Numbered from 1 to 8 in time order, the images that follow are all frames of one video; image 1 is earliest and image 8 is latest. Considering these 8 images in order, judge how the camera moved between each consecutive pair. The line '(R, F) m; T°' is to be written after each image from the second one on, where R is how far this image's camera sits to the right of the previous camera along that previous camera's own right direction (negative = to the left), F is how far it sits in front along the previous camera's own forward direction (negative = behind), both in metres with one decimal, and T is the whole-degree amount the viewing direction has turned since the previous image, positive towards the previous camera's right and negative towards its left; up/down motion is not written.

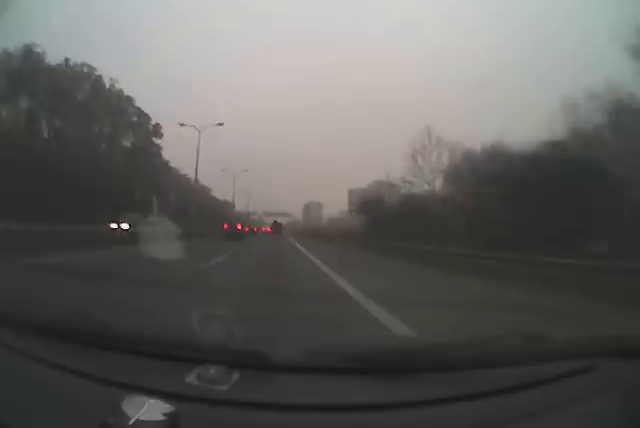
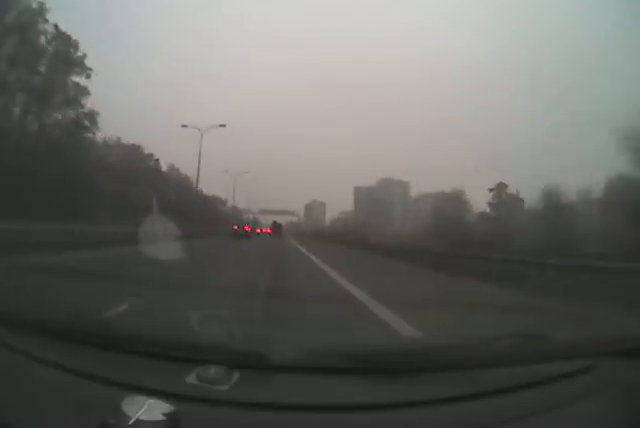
(+0.1, +29.4) m; 0°
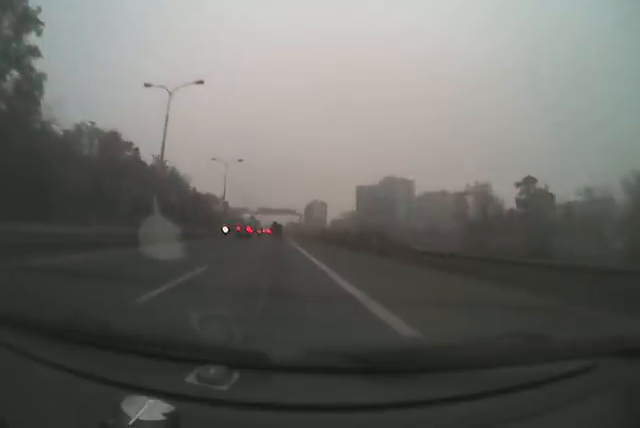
(0.0, +10.6) m; 0°
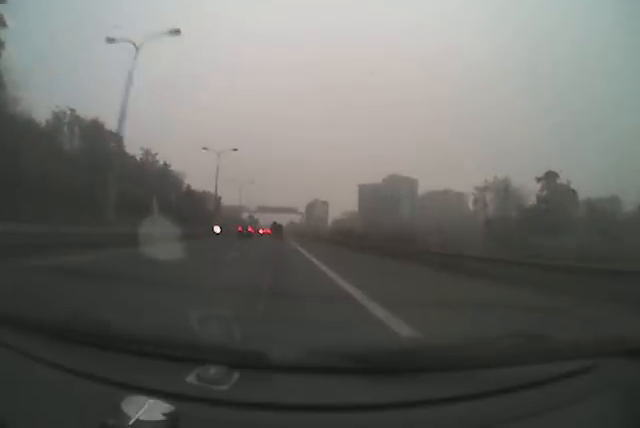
(0.0, +7.7) m; 0°
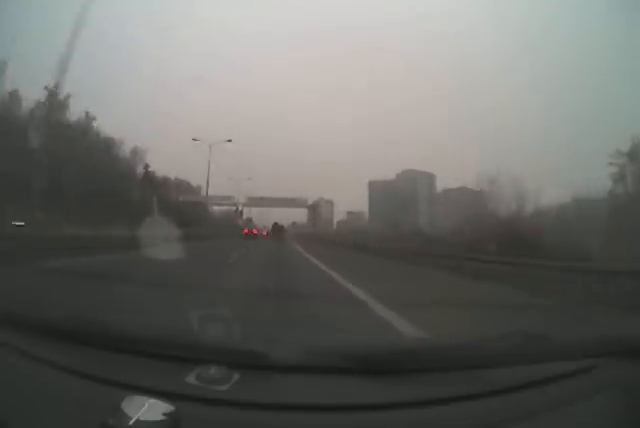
(-0.1, +35.5) m; -1°
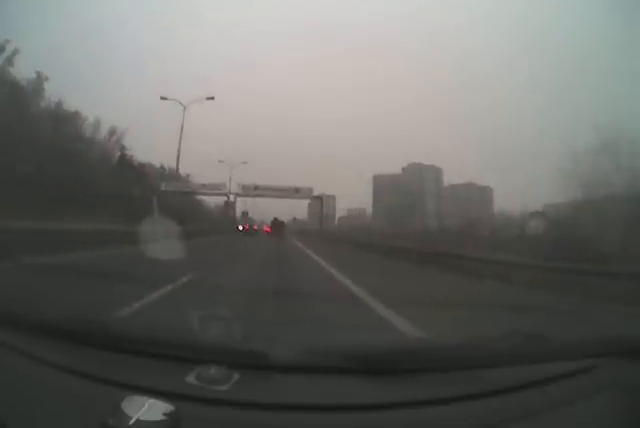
(+0.1, +11.5) m; -1°
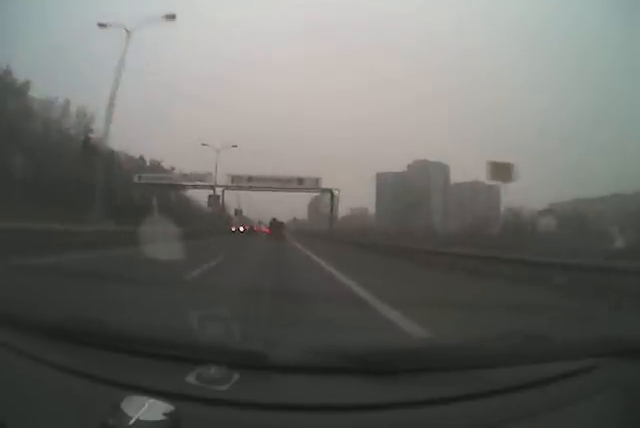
(-0.3, +13.0) m; 0°
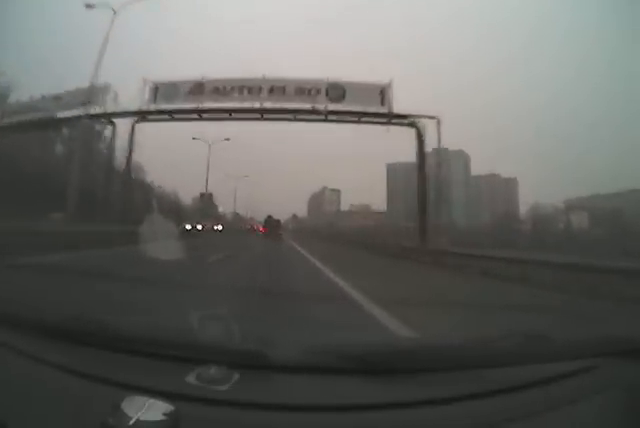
(+0.7, +36.3) m; +3°
